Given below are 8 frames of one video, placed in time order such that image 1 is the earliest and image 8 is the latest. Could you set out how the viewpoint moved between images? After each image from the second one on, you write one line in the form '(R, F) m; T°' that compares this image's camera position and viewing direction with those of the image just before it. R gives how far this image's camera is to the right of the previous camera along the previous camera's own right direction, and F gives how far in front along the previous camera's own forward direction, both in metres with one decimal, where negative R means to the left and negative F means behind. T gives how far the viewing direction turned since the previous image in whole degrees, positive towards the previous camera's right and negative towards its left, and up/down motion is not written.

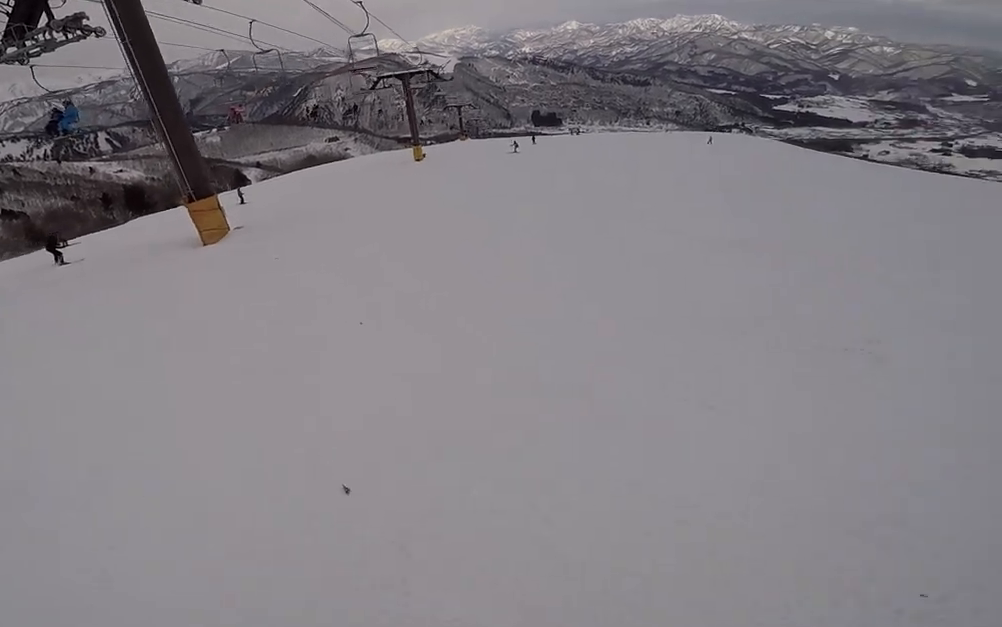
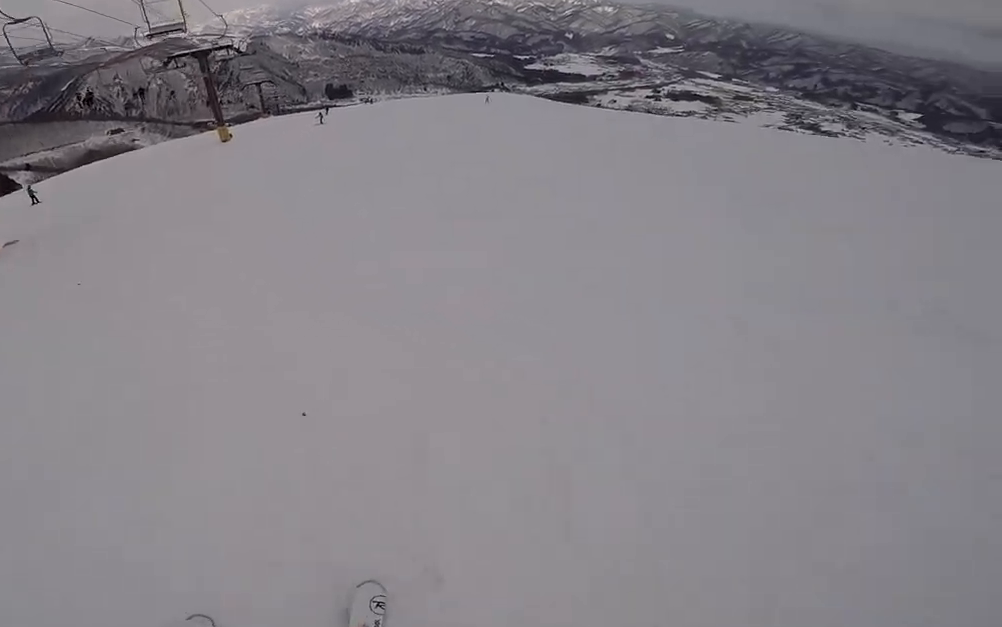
(+0.3, +2.0) m; +20°
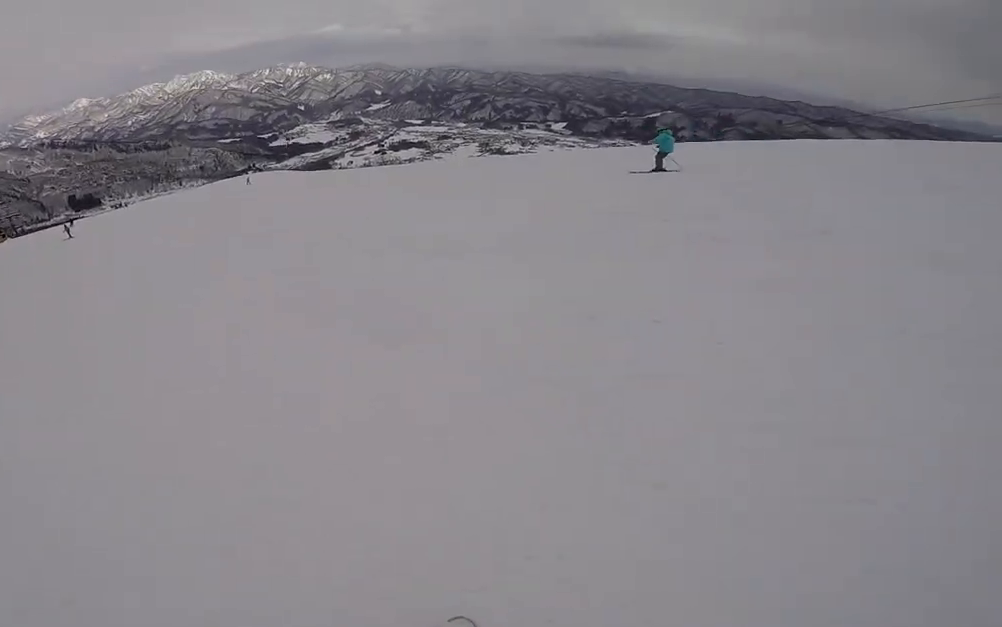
(+0.8, +2.6) m; +14°
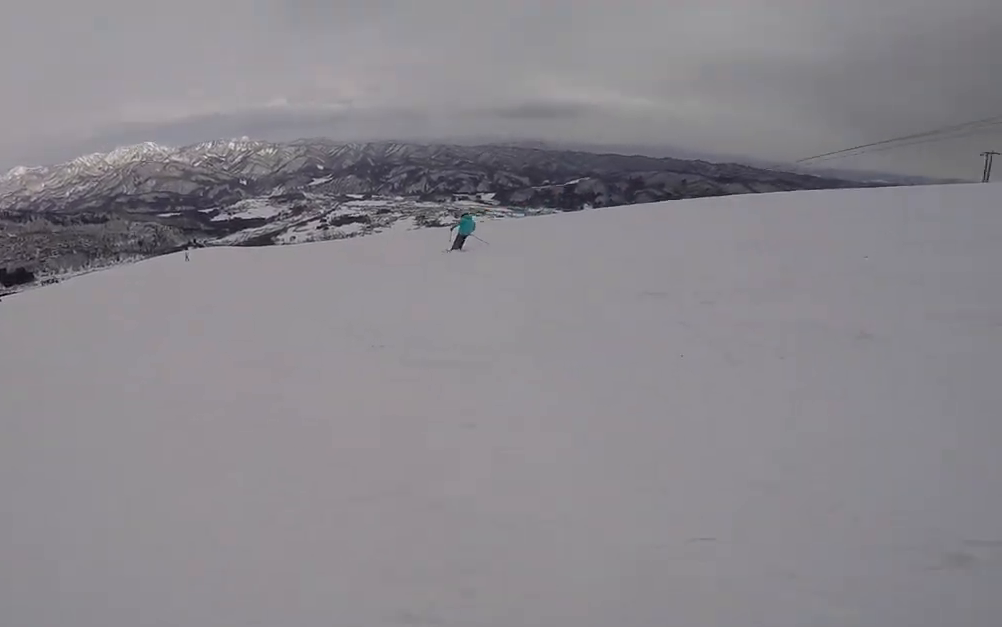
(+0.2, +2.5) m; +2°
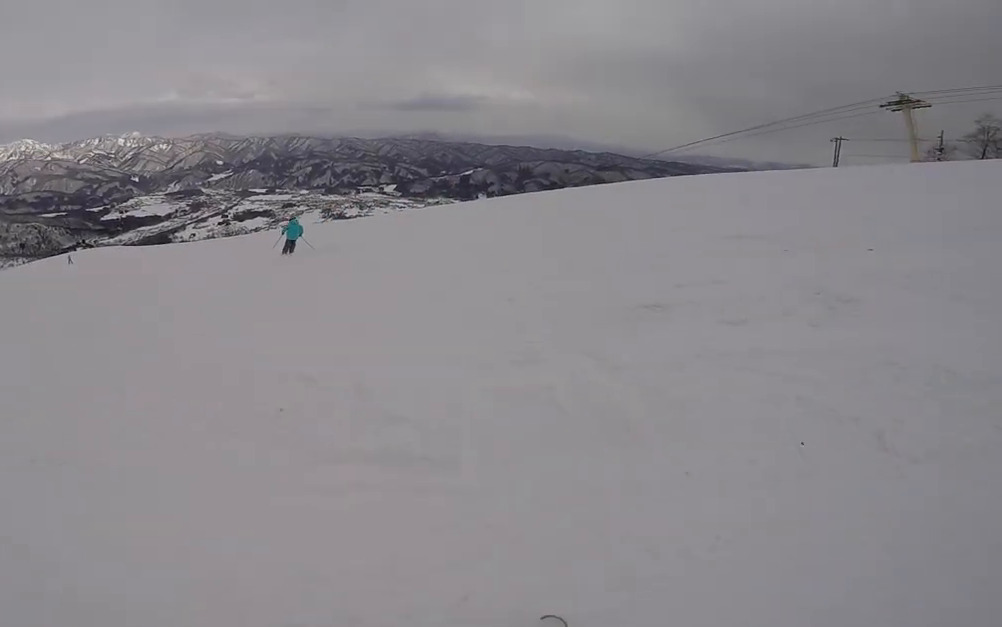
(+0.1, +2.0) m; -3°
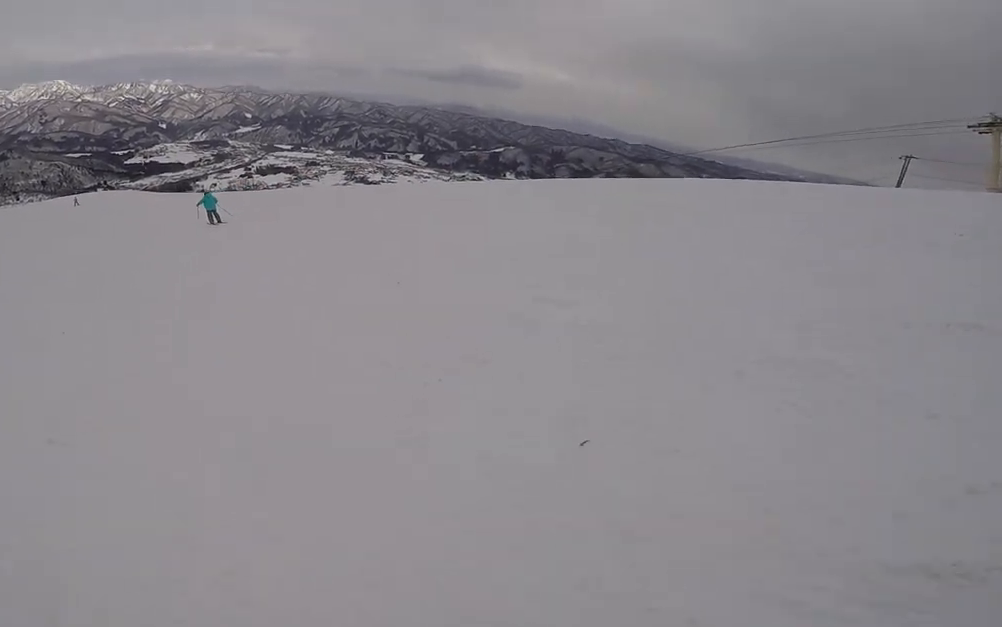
(-0.3, +3.3) m; -24°
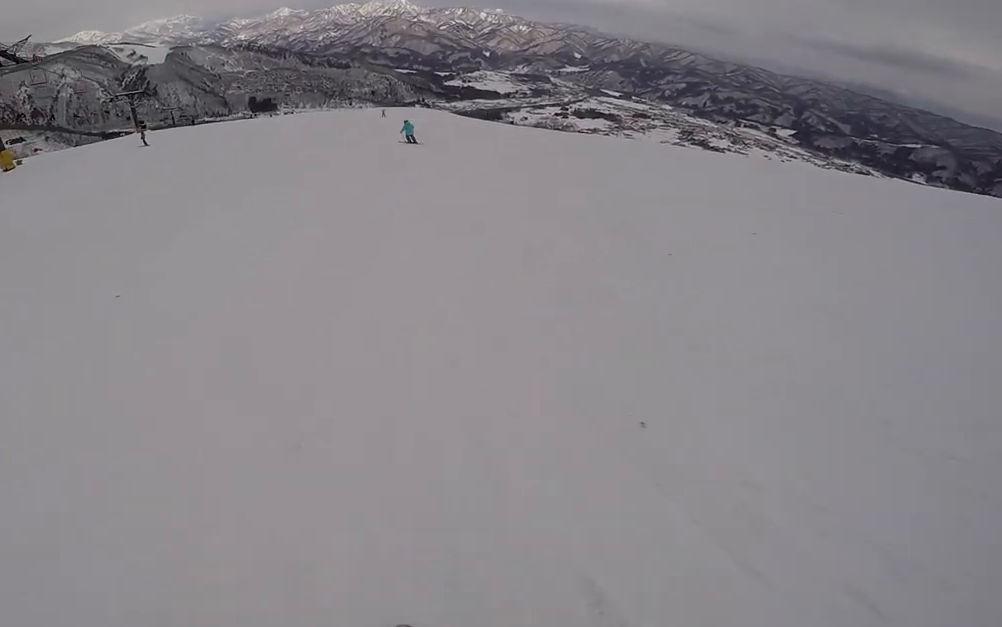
(-1.3, +3.5) m; -36°
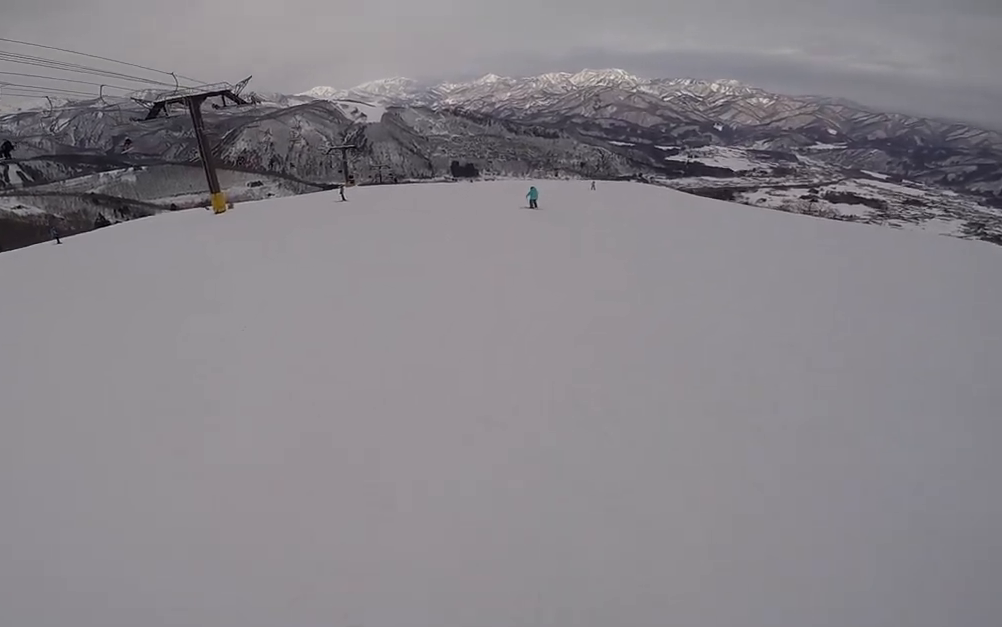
(-1.5, +4.7) m; -22°
